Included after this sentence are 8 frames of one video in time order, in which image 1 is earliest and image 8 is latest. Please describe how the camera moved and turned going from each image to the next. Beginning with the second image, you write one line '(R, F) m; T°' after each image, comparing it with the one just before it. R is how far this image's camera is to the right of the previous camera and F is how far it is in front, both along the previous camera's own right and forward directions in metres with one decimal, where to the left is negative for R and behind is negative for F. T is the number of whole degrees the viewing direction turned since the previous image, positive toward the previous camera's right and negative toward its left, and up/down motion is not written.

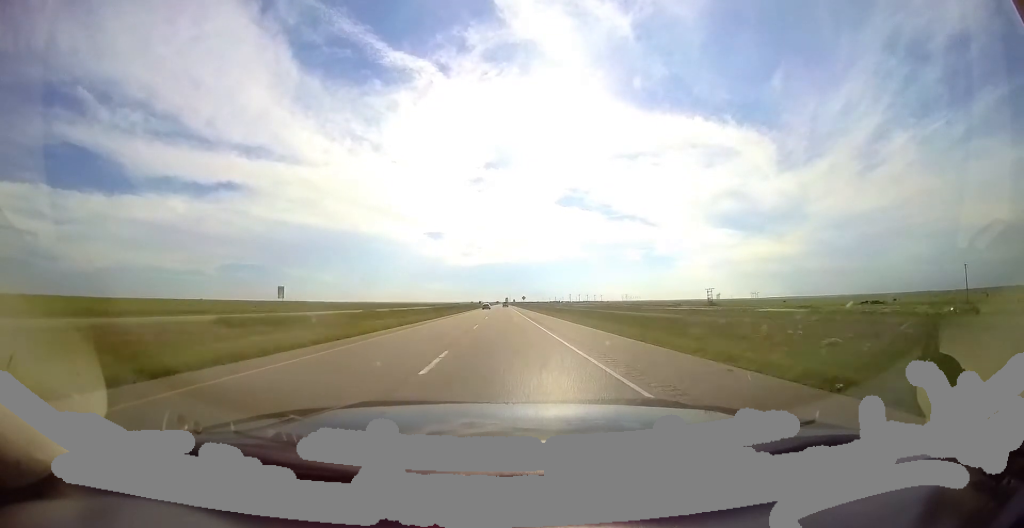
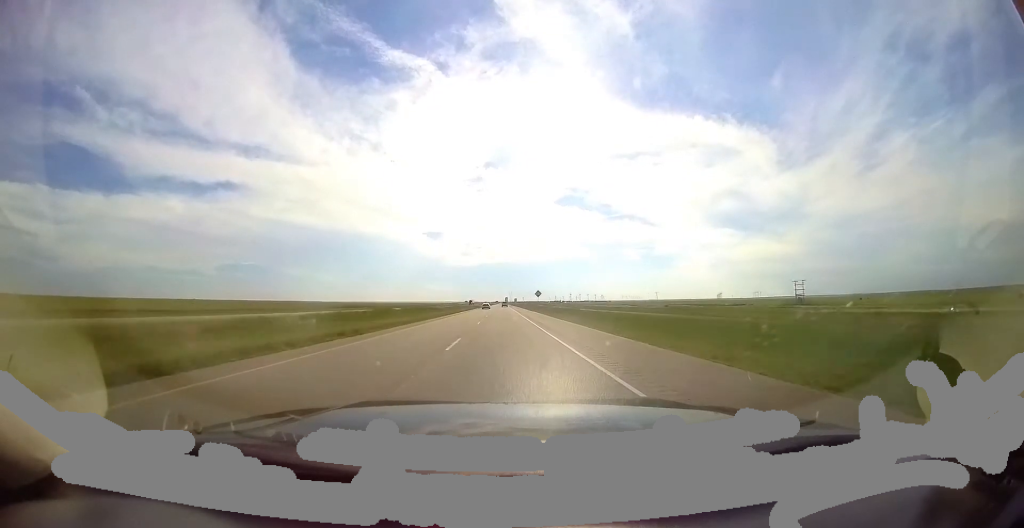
(-0.3, +59.4) m; 0°
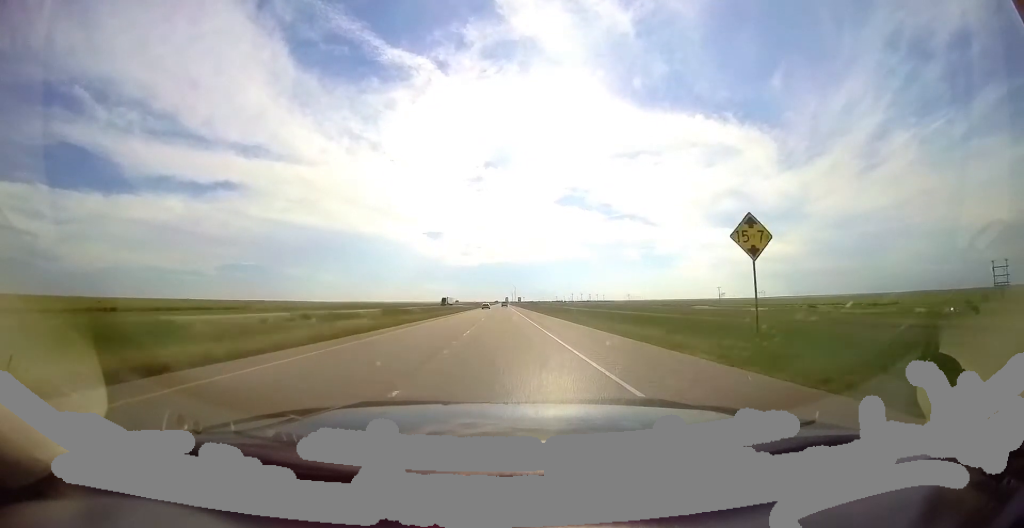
(0.0, +68.9) m; 0°
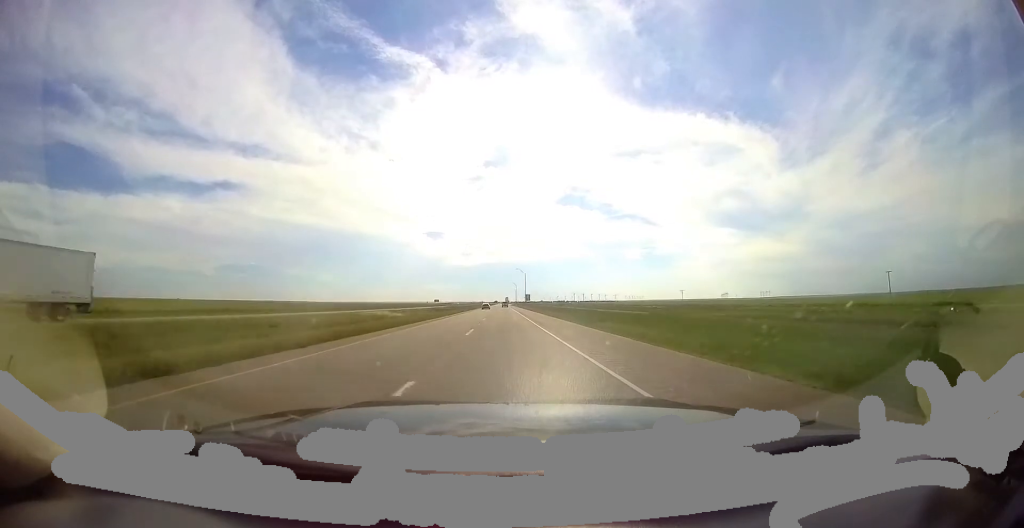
(+0.3, +85.2) m; 0°
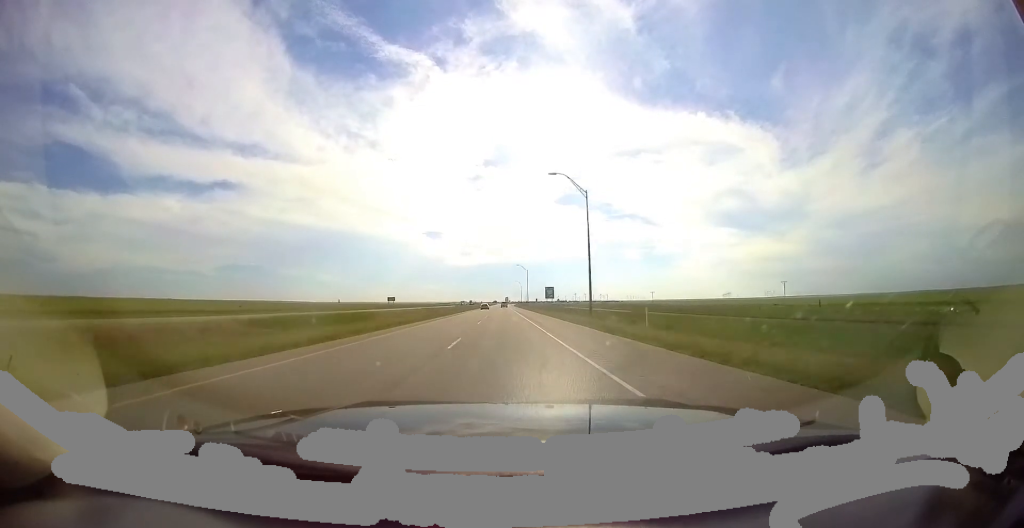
(0.0, +77.9) m; 0°
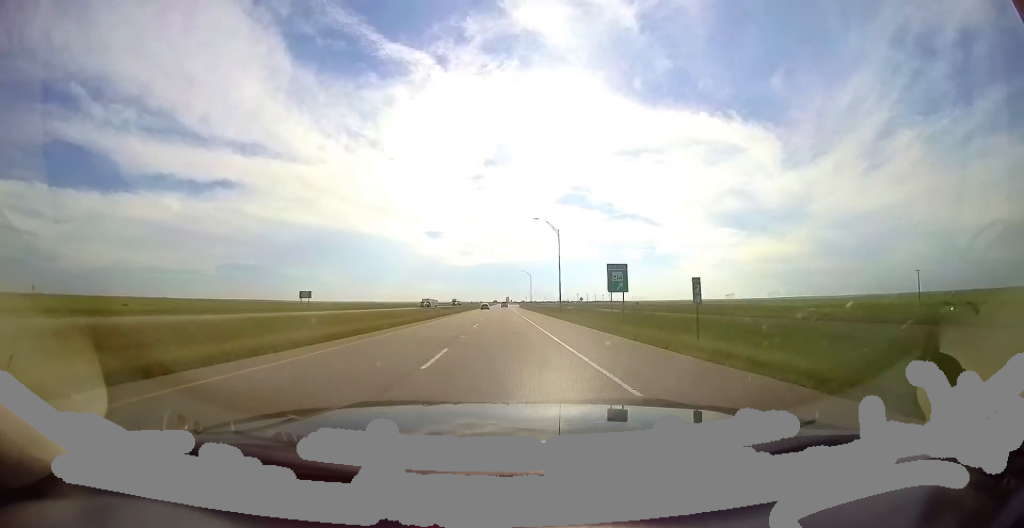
(0.0, +52.0) m; 0°
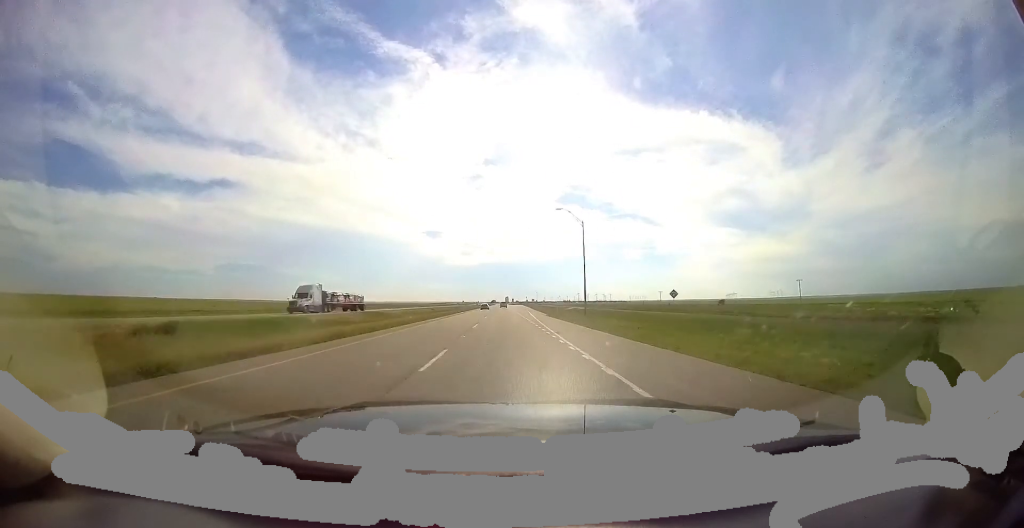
(0.0, +73.5) m; 0°
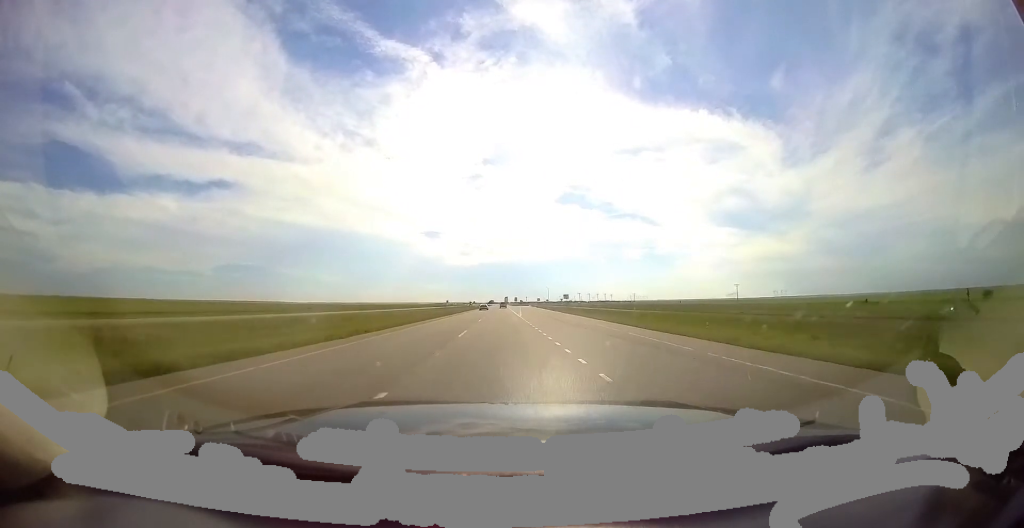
(0.0, +78.6) m; 0°
